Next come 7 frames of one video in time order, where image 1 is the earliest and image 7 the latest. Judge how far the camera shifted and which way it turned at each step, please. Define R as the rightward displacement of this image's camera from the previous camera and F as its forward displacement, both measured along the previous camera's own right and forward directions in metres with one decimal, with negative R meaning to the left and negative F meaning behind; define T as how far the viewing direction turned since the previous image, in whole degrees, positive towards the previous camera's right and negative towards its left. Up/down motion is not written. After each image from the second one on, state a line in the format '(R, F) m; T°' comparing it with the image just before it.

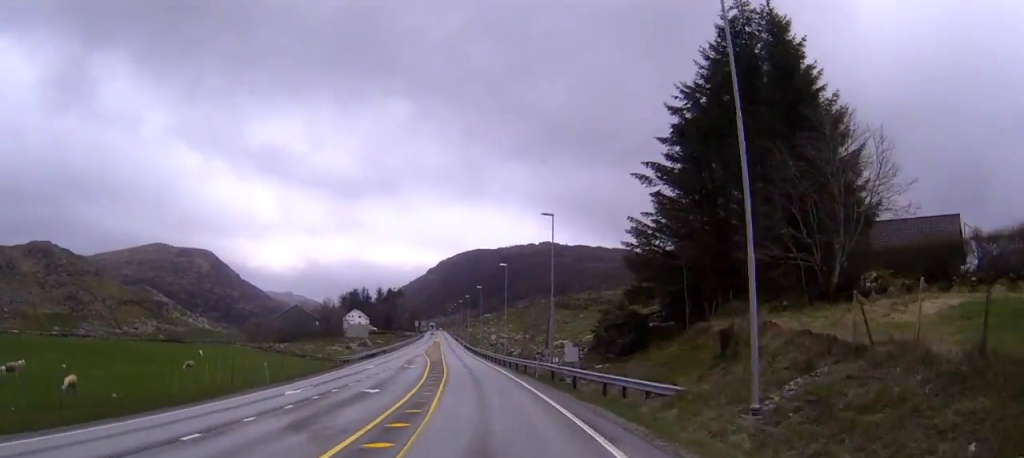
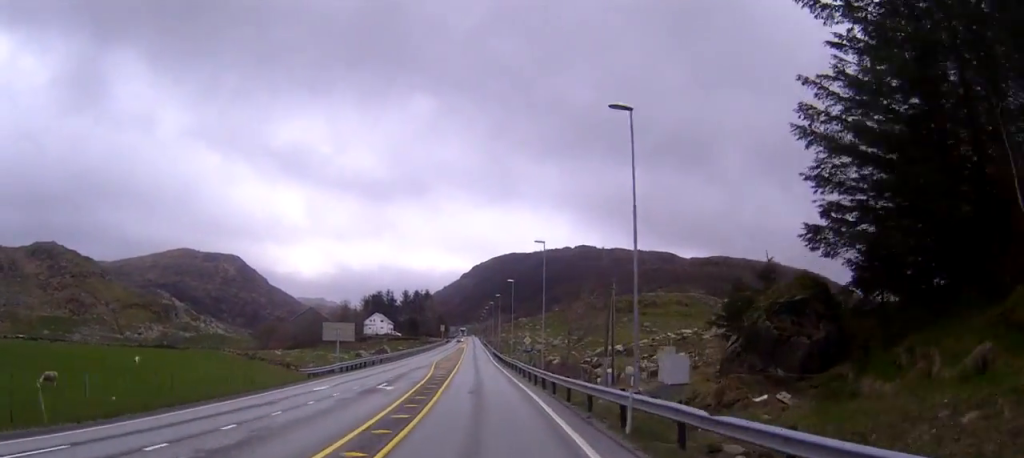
(-0.5, +21.9) m; -2°
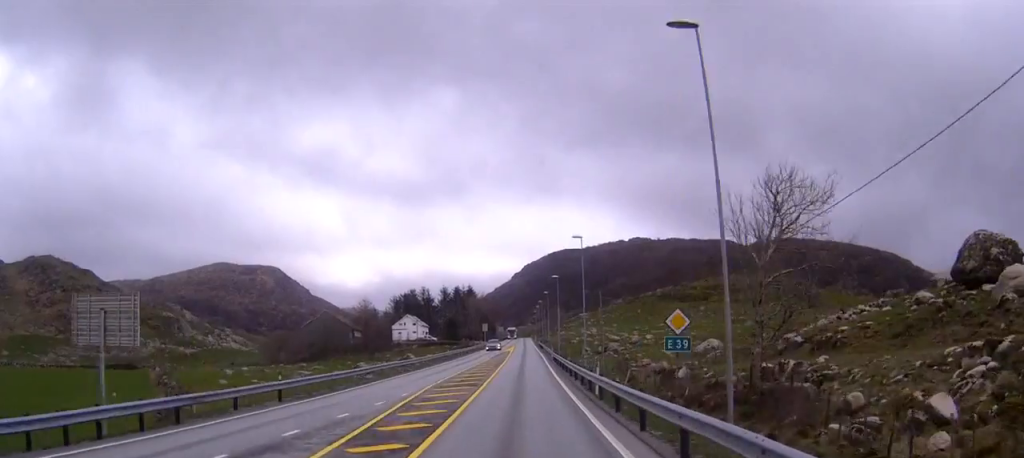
(-0.7, +41.0) m; -1°
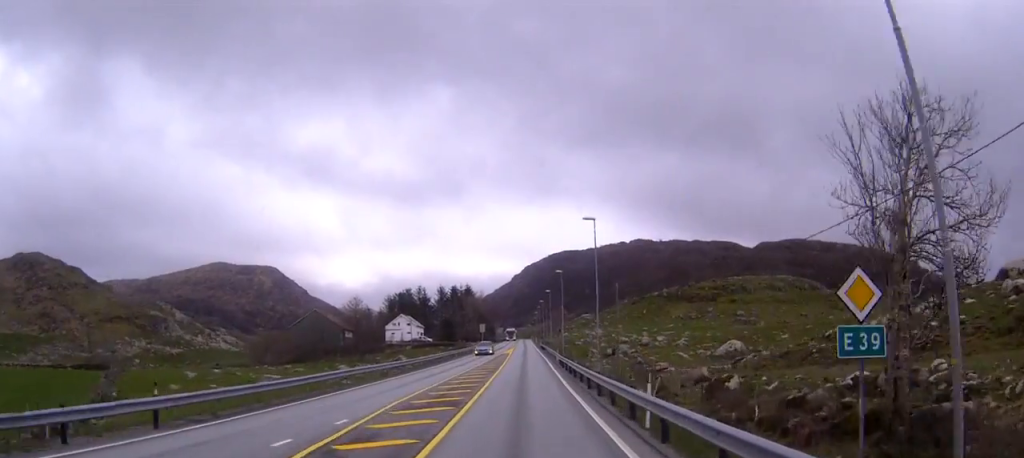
(0.0, +9.9) m; 0°
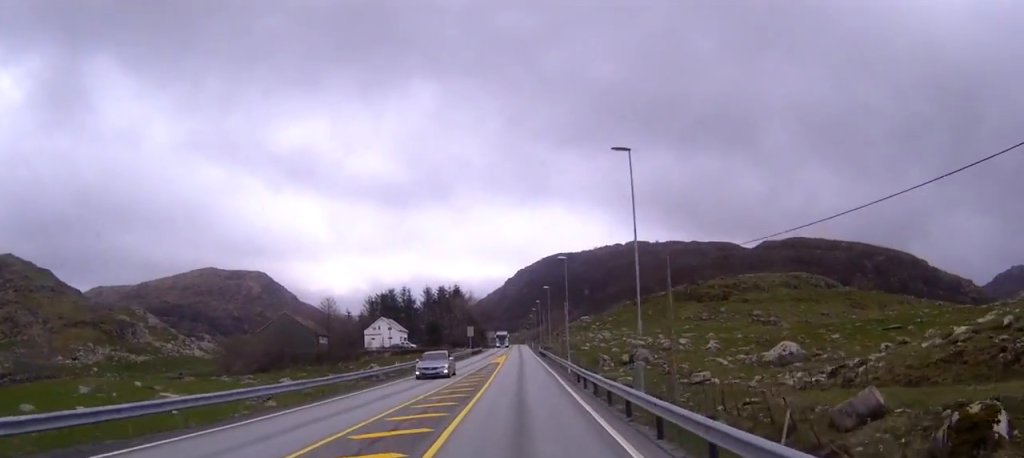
(0.0, +19.0) m; 0°
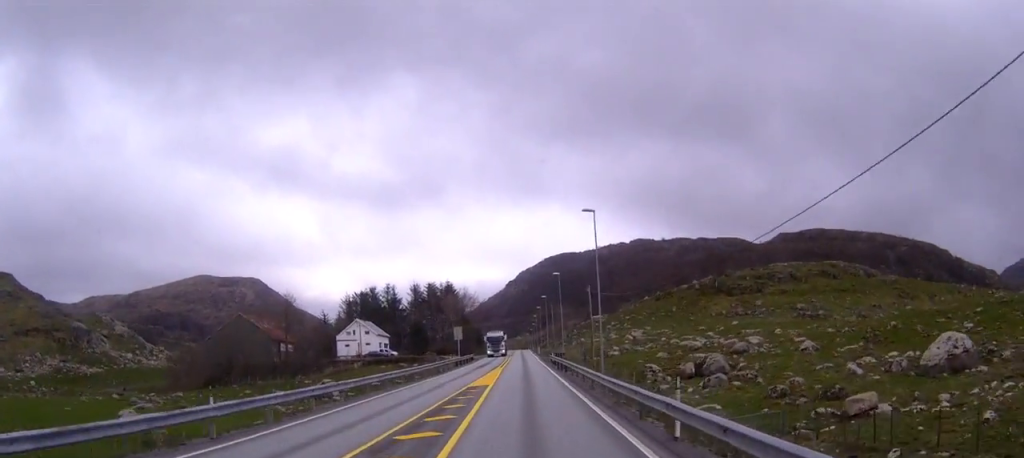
(+0.2, +27.8) m; 0°
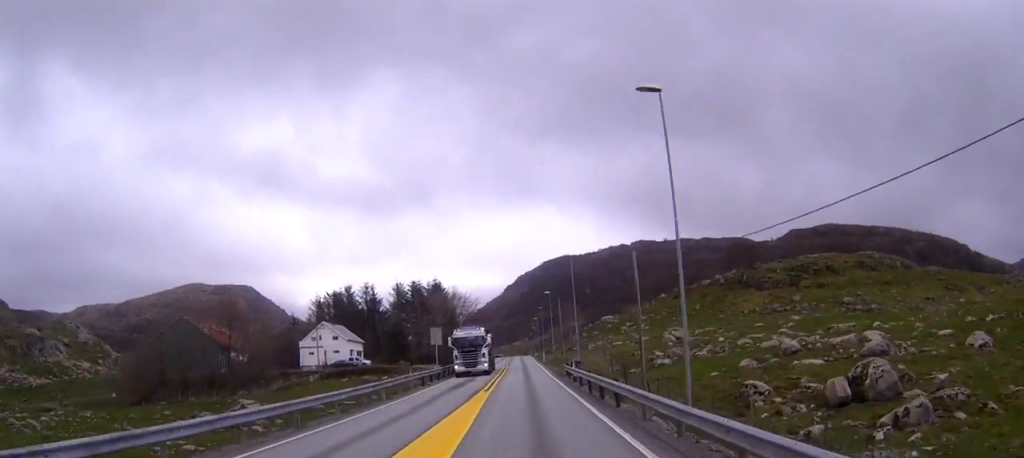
(+0.1, +23.8) m; 0°
